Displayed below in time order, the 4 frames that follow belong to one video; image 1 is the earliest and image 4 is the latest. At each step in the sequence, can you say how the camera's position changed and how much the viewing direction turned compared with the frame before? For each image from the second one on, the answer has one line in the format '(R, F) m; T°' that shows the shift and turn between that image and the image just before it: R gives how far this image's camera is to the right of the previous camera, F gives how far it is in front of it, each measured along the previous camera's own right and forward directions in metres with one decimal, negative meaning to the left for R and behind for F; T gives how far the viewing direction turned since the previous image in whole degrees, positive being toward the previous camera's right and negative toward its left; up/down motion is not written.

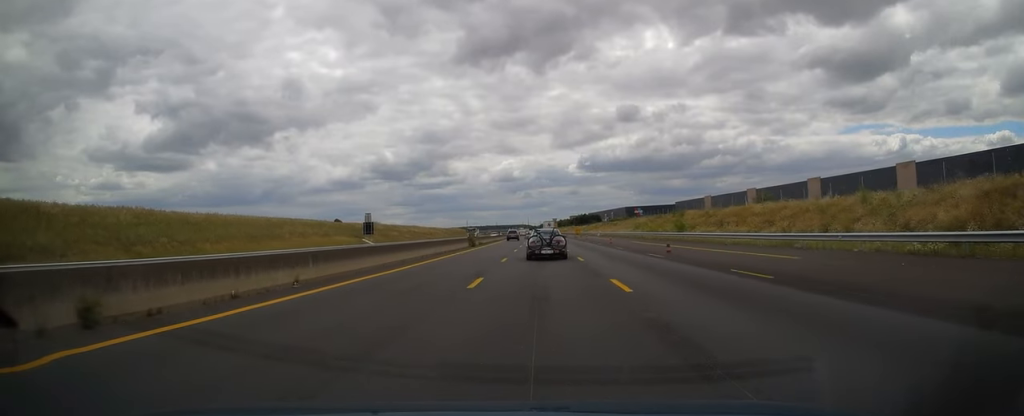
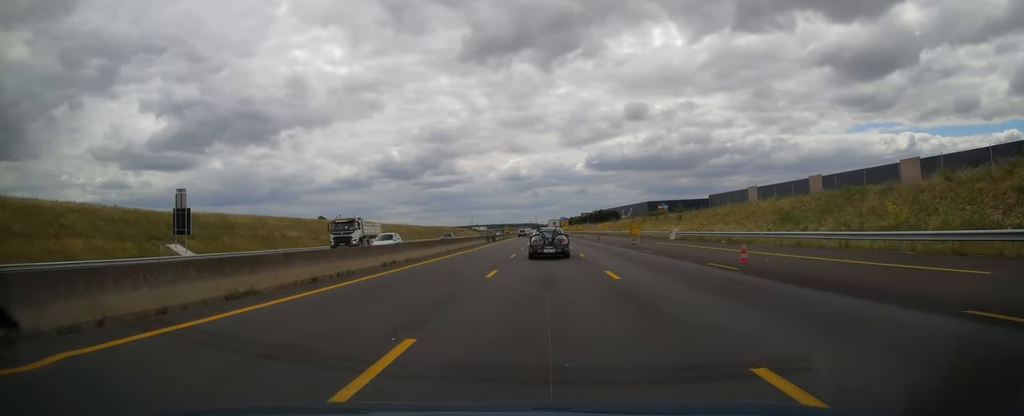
(-0.5, +62.1) m; -1°
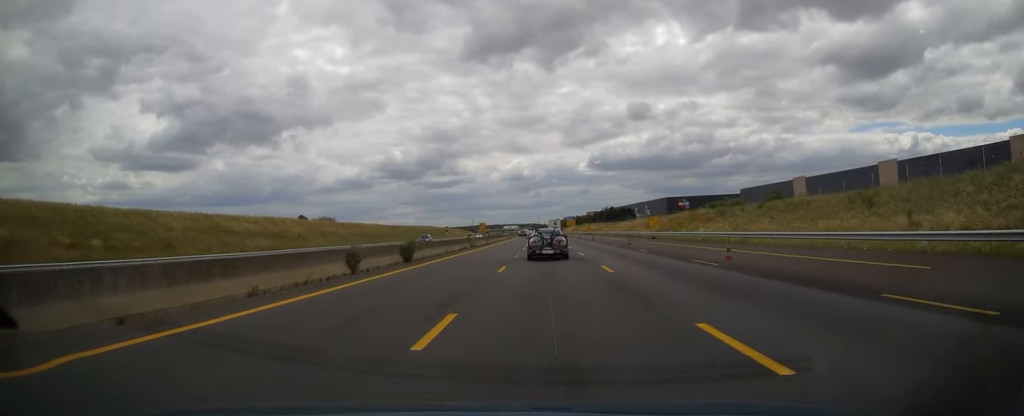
(-0.1, +49.8) m; 0°
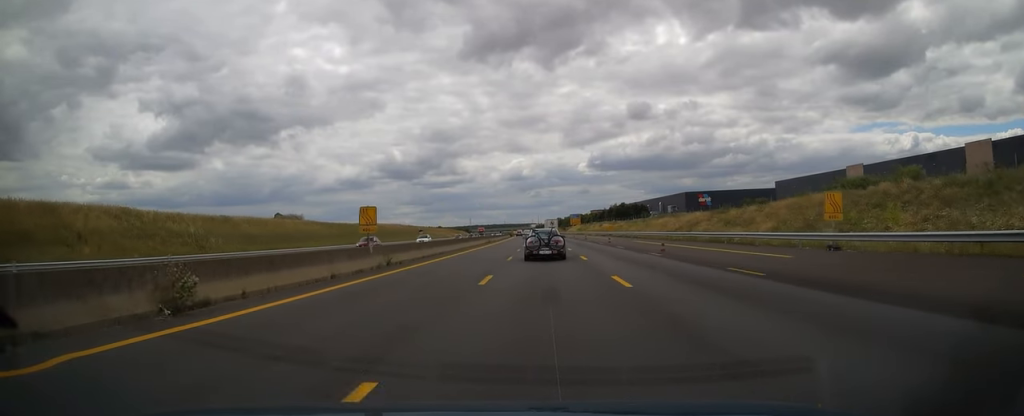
(0.0, +43.7) m; 0°
